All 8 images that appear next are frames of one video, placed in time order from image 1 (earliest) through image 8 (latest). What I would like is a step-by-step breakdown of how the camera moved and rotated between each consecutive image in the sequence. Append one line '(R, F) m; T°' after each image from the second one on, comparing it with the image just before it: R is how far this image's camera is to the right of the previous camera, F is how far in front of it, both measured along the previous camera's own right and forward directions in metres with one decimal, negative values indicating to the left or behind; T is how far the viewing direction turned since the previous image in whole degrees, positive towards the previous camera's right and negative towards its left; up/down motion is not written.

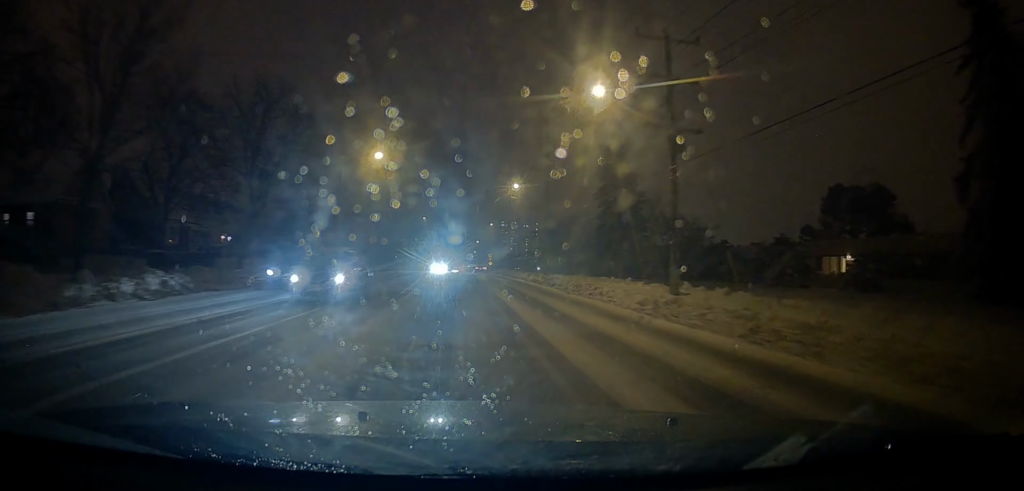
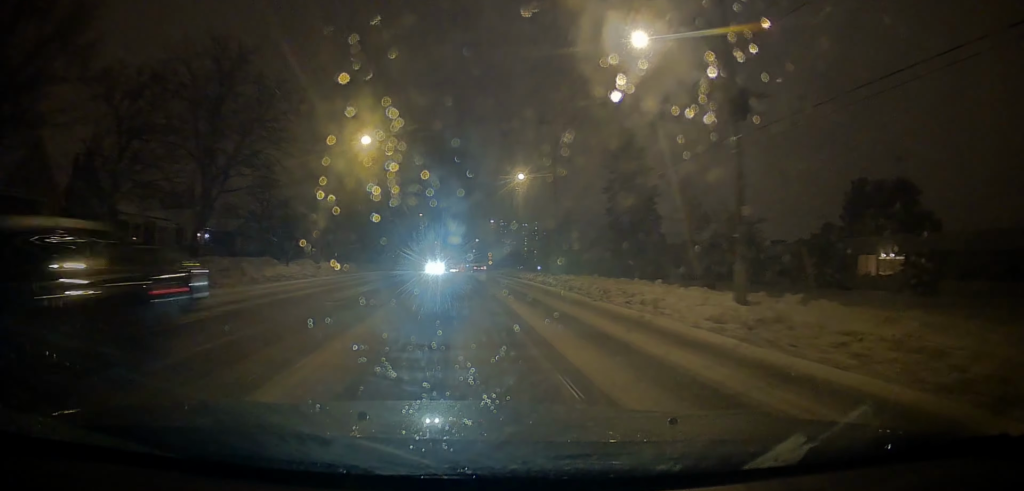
(0.0, +5.7) m; 0°
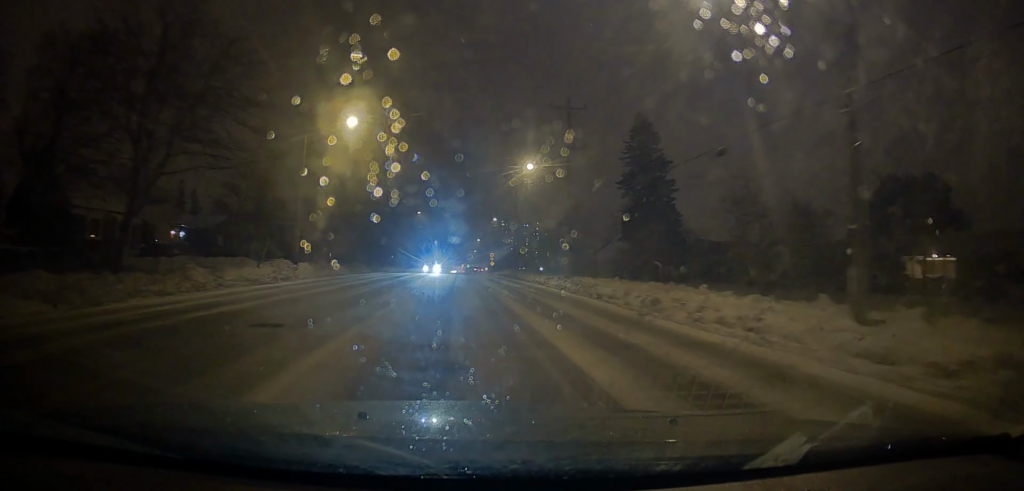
(0.0, +5.4) m; -1°
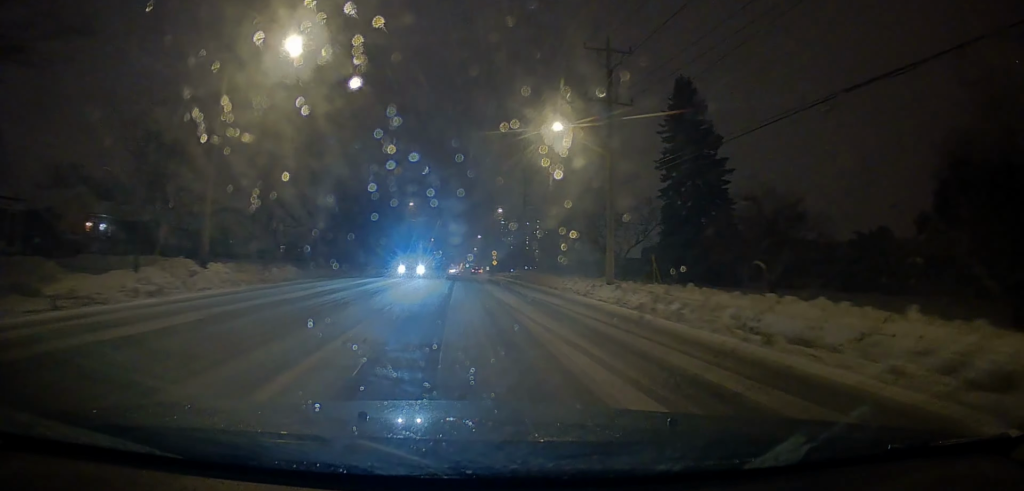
(-0.2, +12.3) m; +1°
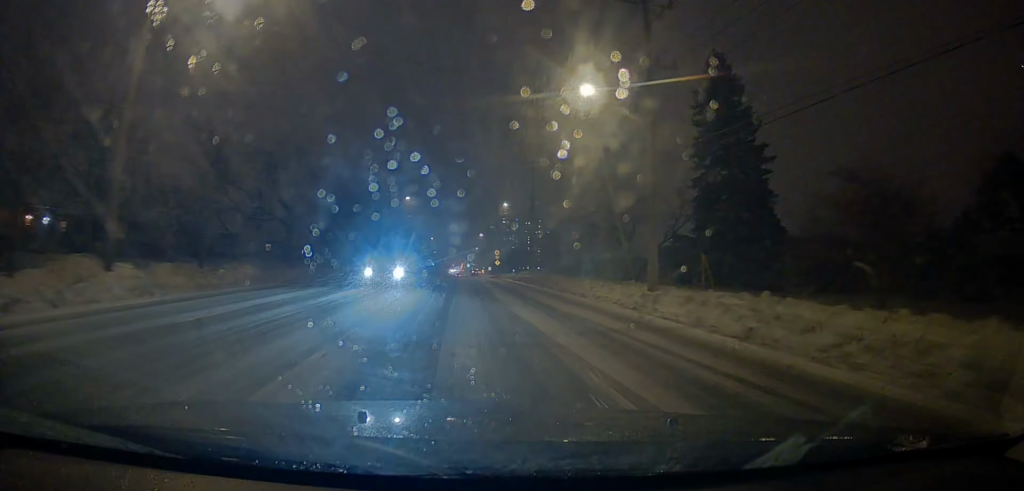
(+0.1, +6.8) m; +1°
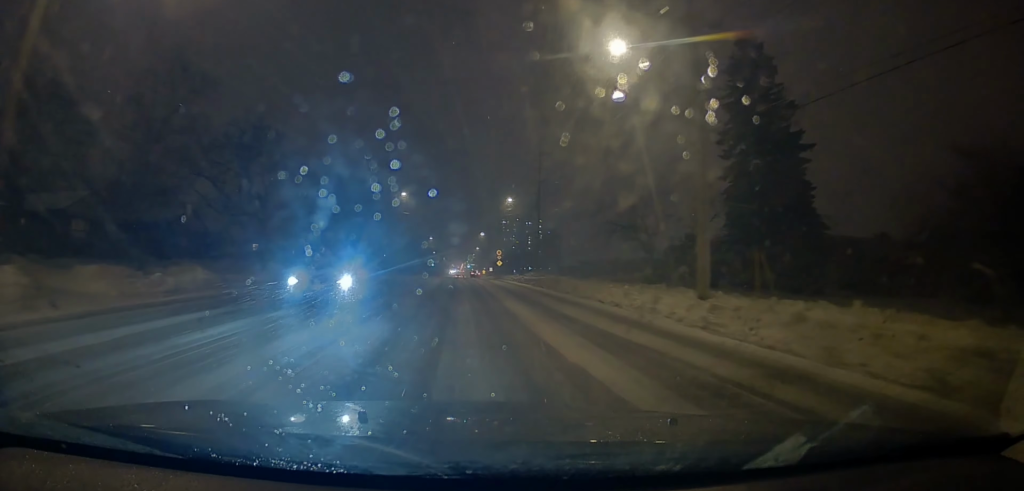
(+0.1, +5.3) m; +1°
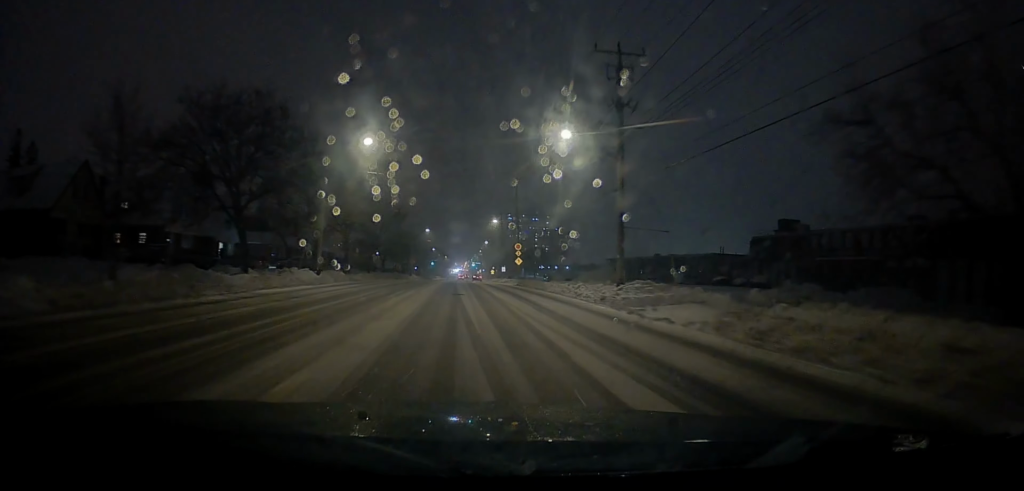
(-0.6, +30.7) m; -2°
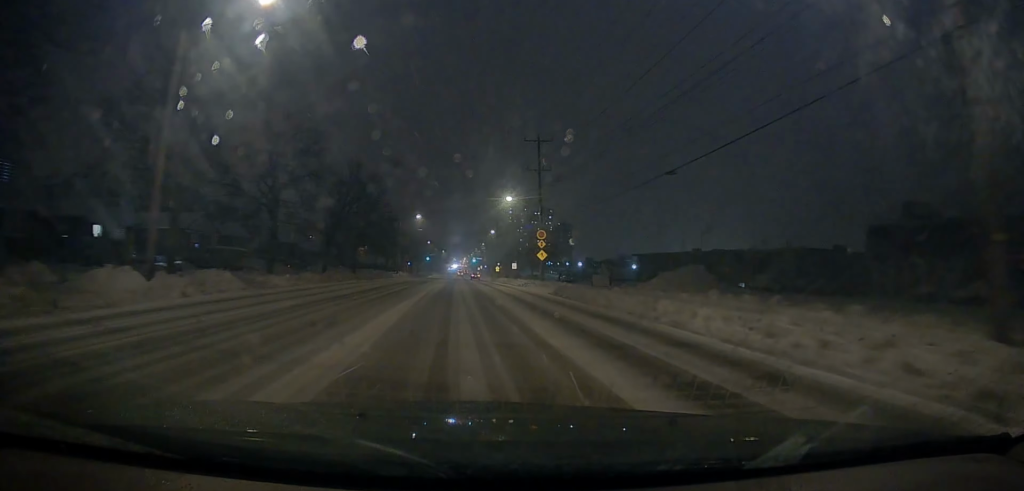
(-0.1, +20.4) m; +1°
